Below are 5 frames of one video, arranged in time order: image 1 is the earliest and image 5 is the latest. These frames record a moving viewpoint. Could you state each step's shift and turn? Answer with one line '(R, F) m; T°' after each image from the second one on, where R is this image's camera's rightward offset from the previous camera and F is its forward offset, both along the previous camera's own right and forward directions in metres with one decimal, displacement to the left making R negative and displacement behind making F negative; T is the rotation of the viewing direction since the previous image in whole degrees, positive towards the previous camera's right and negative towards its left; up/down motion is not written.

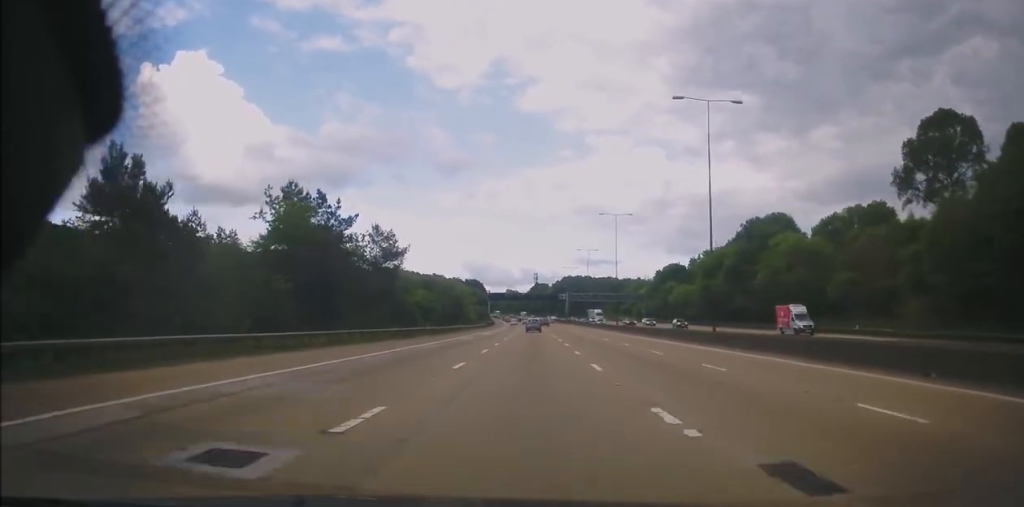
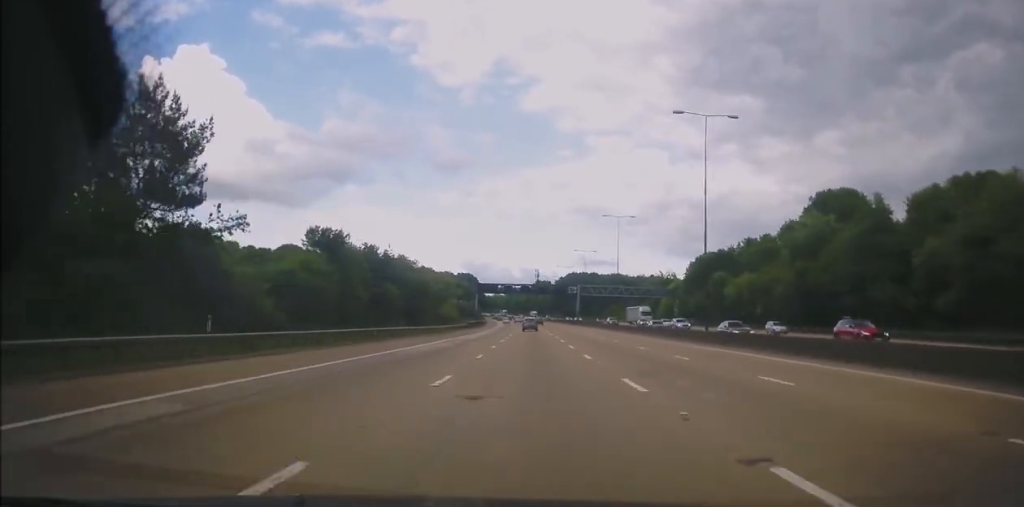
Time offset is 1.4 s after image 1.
(0.0, +40.2) m; +1°
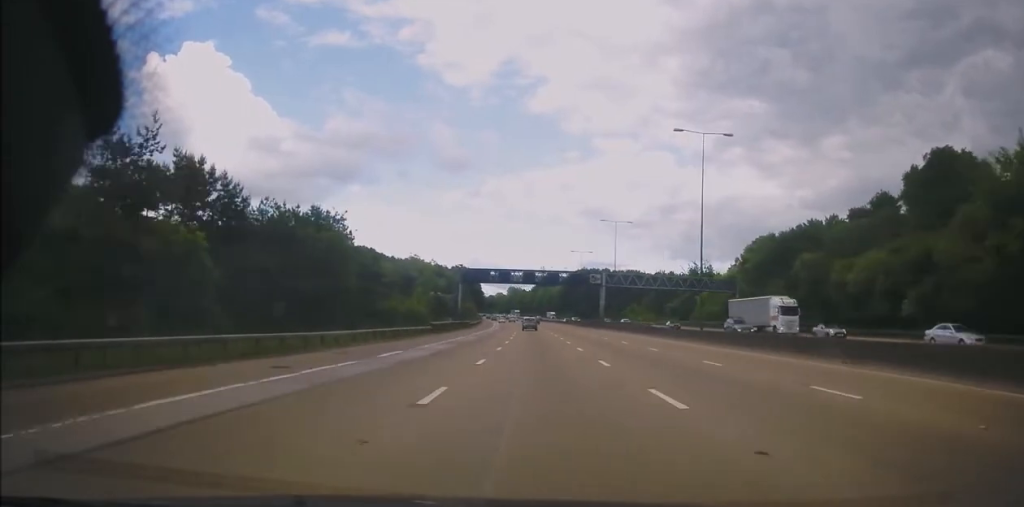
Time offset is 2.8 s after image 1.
(+0.4, +38.3) m; 0°
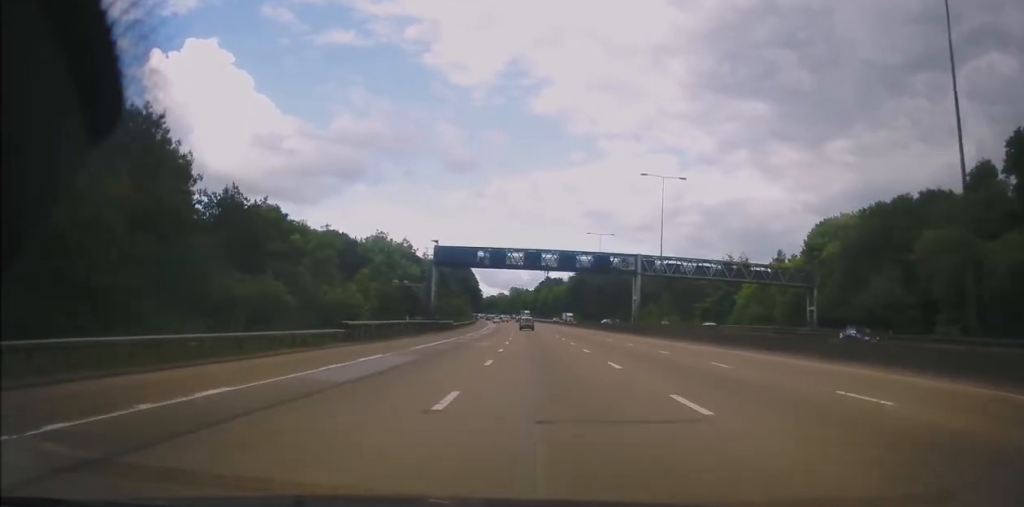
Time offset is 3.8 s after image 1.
(-0.5, +28.0) m; -1°
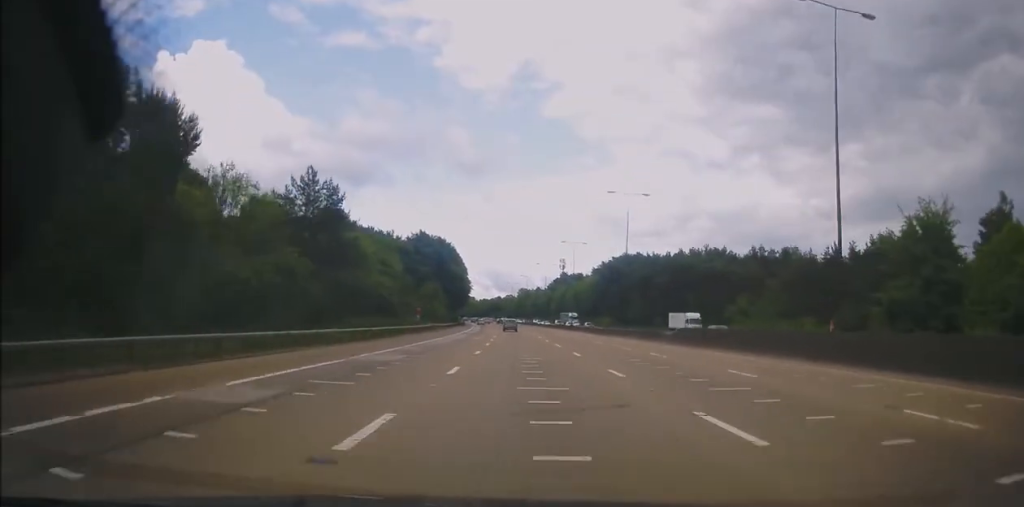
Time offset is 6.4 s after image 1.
(-0.5, +73.9) m; -1°
